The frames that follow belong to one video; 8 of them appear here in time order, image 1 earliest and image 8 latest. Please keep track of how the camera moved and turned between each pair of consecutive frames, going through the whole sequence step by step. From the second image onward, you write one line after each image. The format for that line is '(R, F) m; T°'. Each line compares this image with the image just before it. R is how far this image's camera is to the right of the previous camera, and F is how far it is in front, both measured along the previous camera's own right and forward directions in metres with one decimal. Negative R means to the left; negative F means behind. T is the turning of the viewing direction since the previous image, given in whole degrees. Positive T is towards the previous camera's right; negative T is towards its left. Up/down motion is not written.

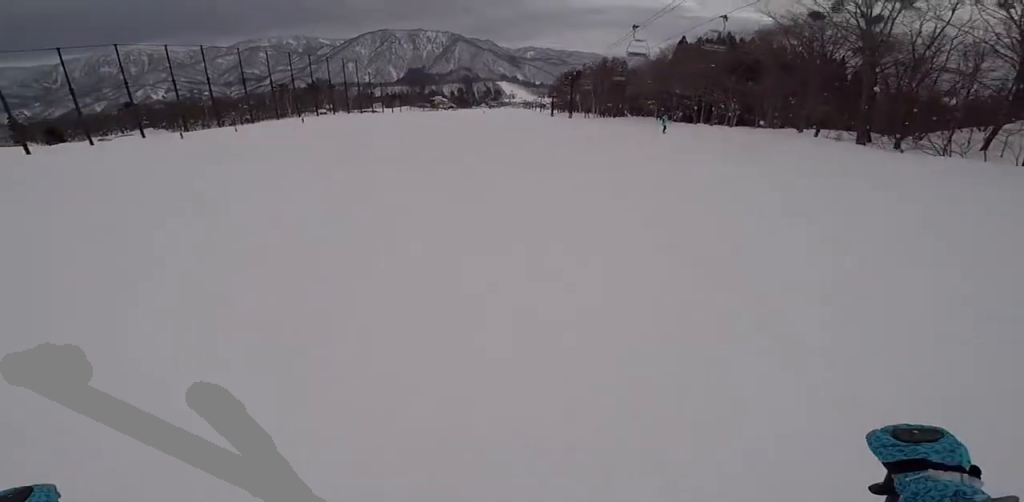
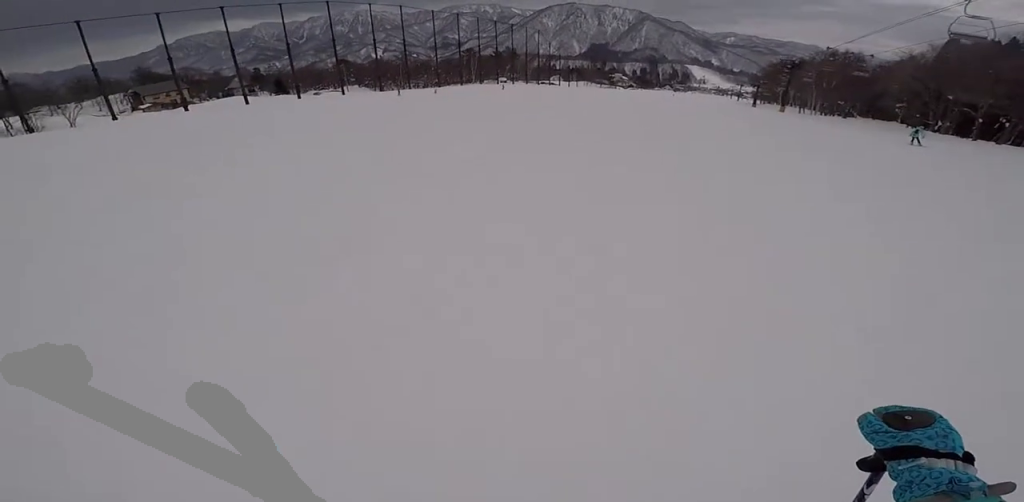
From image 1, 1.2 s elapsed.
(-0.3, +7.7) m; +2°
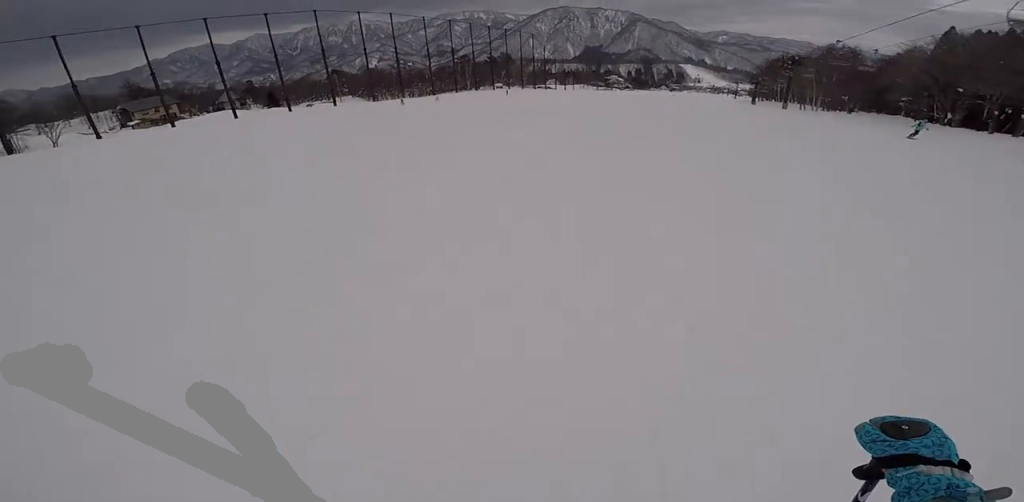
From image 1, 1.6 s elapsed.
(+0.2, +2.7) m; +2°
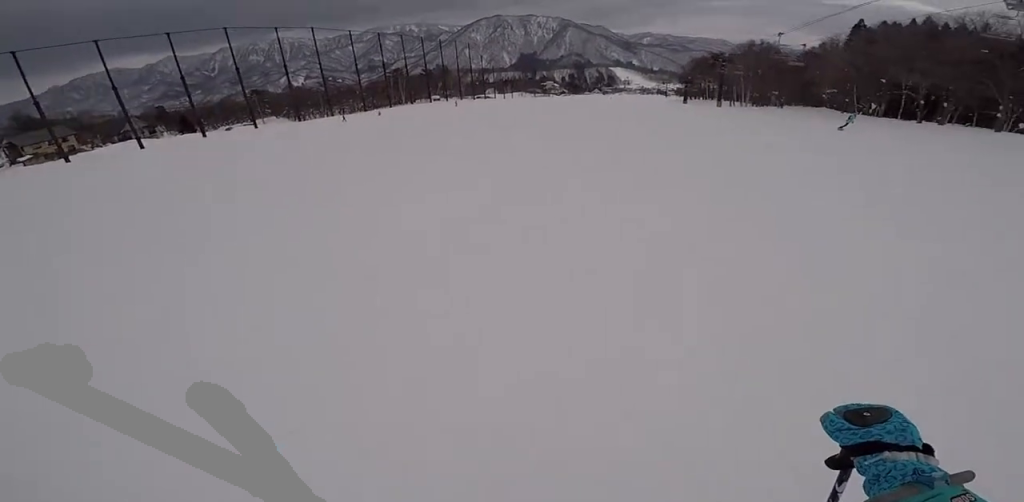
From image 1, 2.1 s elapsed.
(+0.1, +3.1) m; +1°
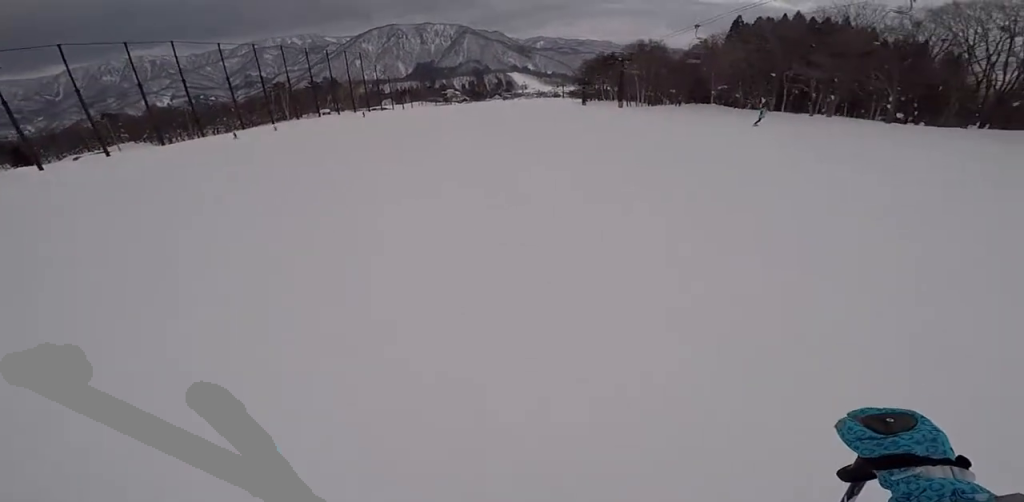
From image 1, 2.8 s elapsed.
(+0.1, +4.1) m; -3°
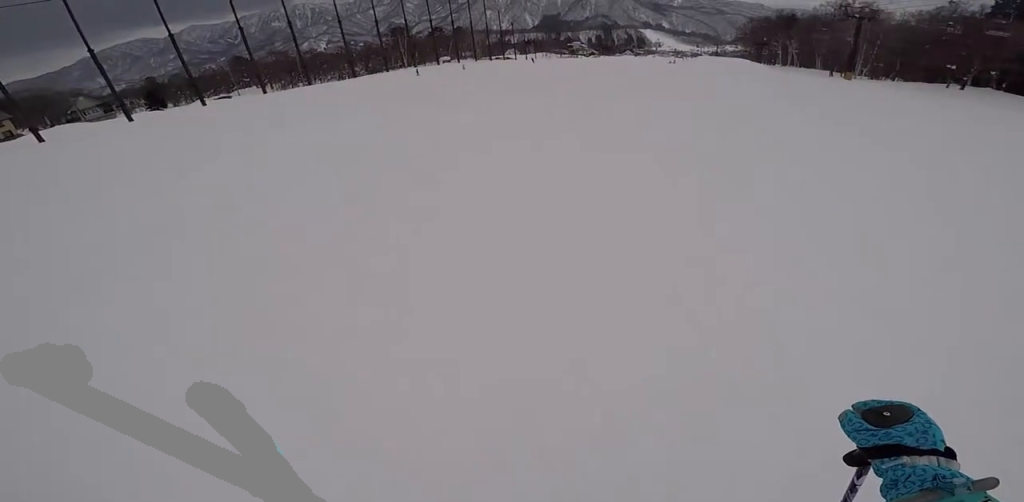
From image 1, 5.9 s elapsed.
(+0.2, +21.2) m; -1°
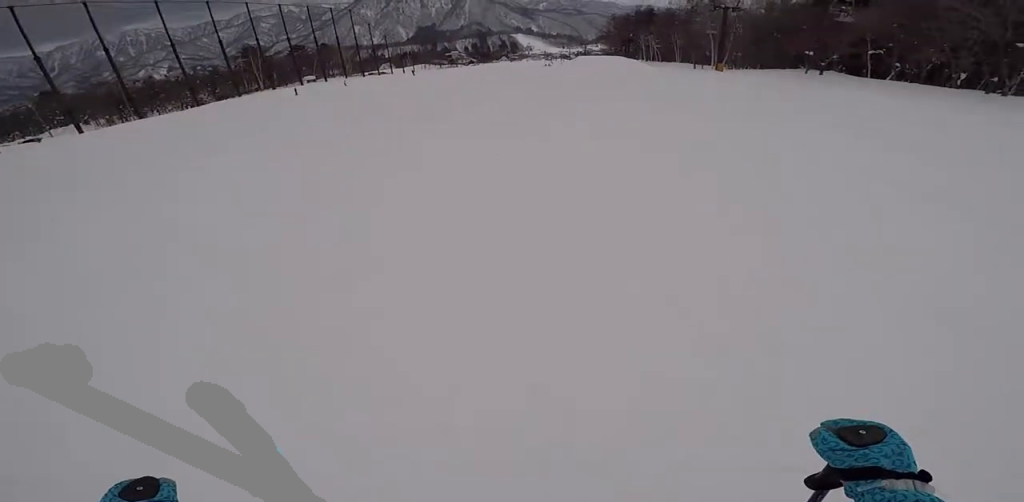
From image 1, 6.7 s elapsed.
(-0.4, +5.2) m; +8°
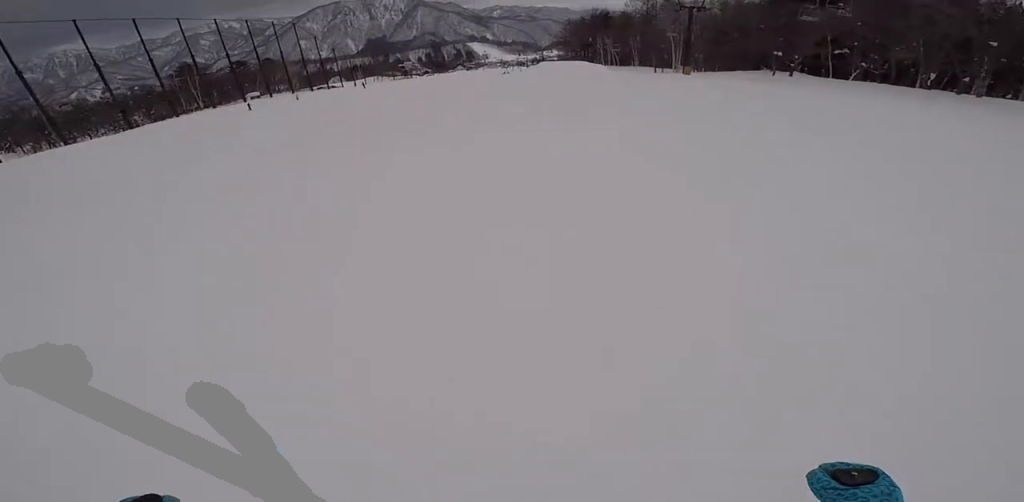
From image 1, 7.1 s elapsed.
(0.0, +3.1) m; +4°
